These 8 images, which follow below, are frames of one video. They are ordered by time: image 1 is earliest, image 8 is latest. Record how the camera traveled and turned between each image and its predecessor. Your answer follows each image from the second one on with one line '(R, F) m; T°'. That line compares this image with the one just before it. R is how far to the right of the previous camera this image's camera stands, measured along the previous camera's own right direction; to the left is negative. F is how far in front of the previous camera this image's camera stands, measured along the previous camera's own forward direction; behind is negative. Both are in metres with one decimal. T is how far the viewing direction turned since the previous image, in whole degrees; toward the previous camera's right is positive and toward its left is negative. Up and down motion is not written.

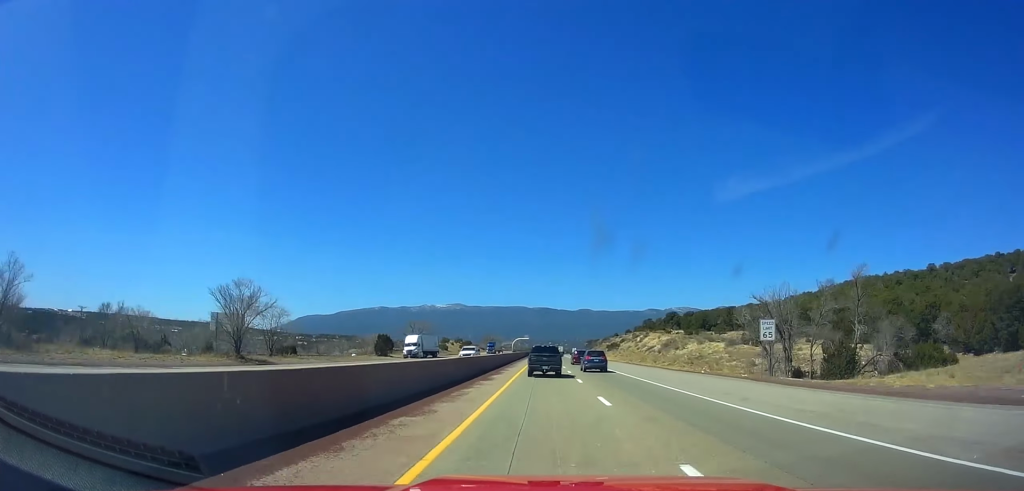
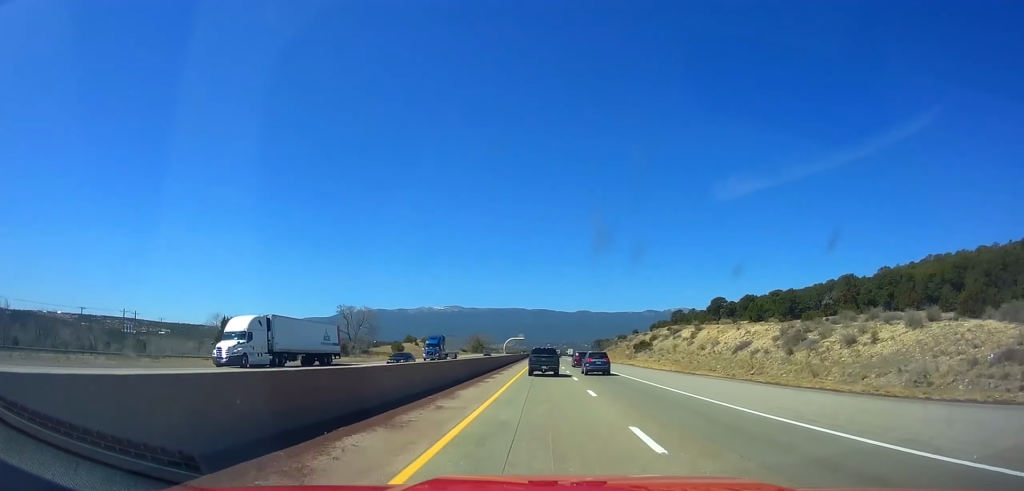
(+0.6, +56.5) m; 0°
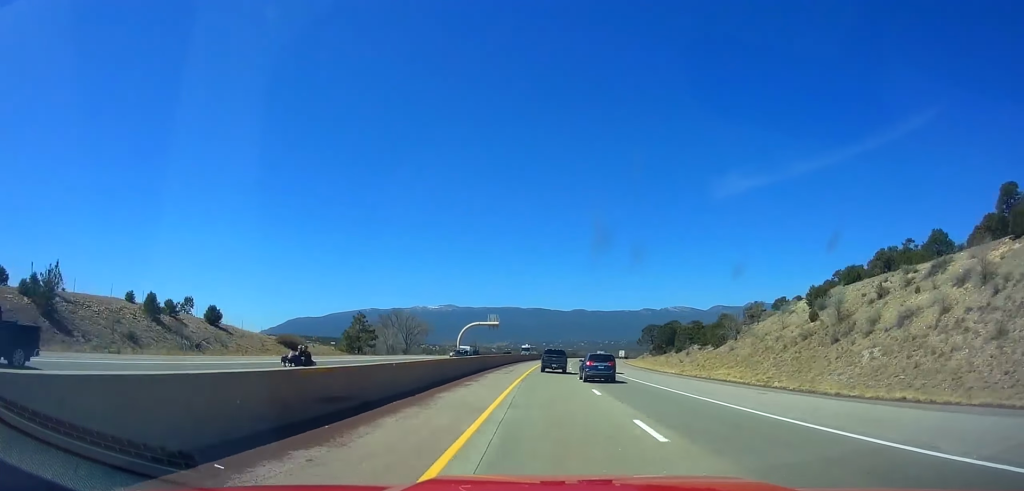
(-0.1, +140.4) m; +1°
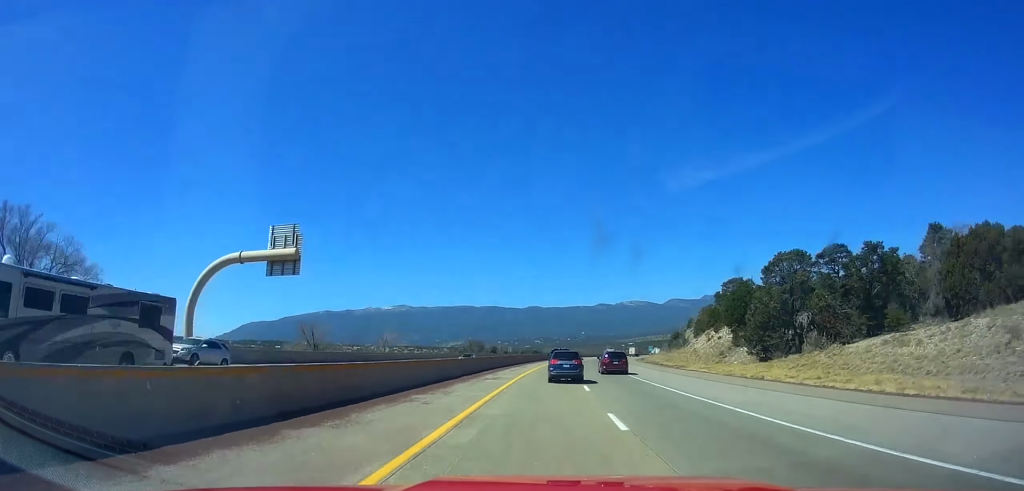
(+2.2, +93.7) m; +4°
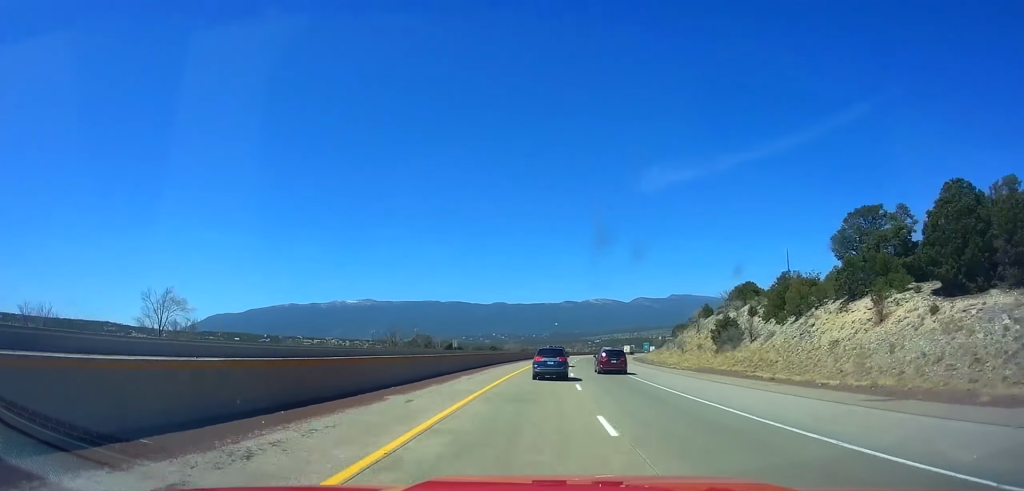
(+1.3, +49.9) m; +2°
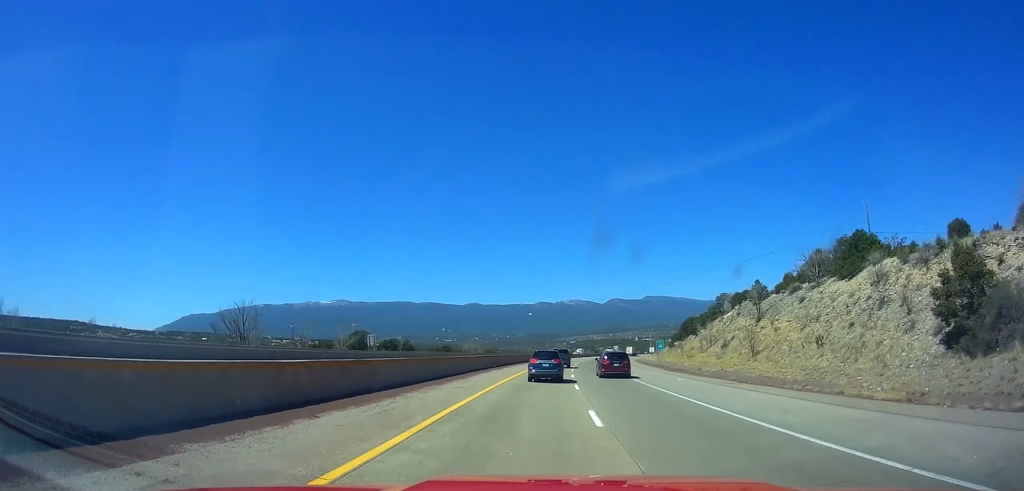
(+0.8, +46.5) m; +2°
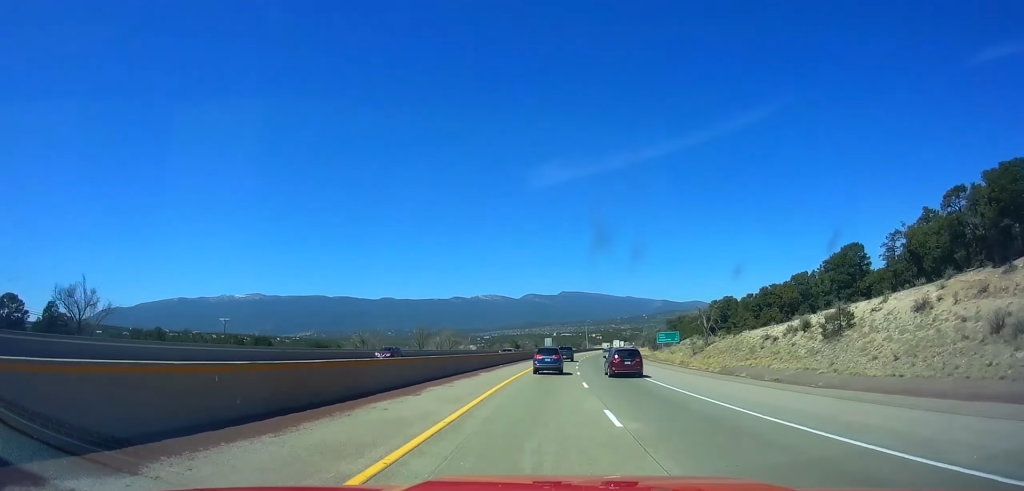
(+8.1, +131.8) m; +8°
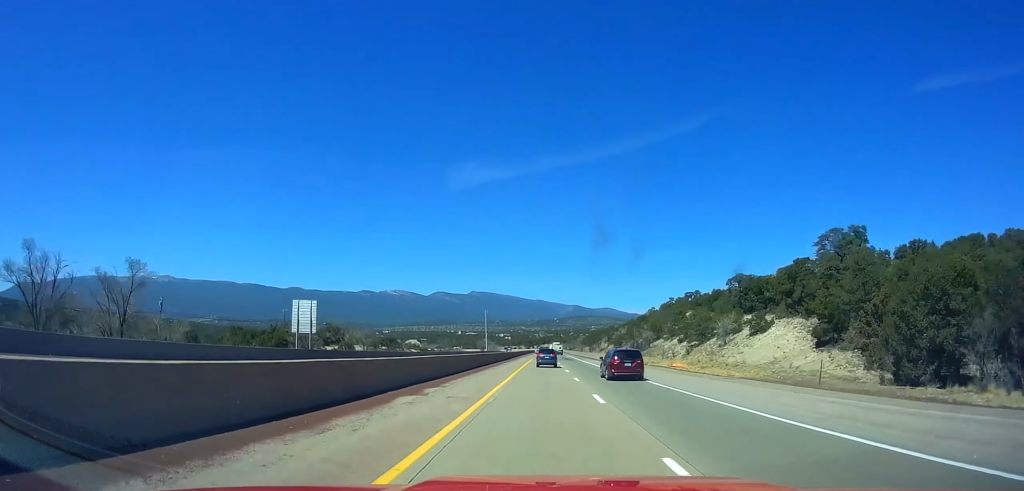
(+20.2, +187.5) m; +10°
